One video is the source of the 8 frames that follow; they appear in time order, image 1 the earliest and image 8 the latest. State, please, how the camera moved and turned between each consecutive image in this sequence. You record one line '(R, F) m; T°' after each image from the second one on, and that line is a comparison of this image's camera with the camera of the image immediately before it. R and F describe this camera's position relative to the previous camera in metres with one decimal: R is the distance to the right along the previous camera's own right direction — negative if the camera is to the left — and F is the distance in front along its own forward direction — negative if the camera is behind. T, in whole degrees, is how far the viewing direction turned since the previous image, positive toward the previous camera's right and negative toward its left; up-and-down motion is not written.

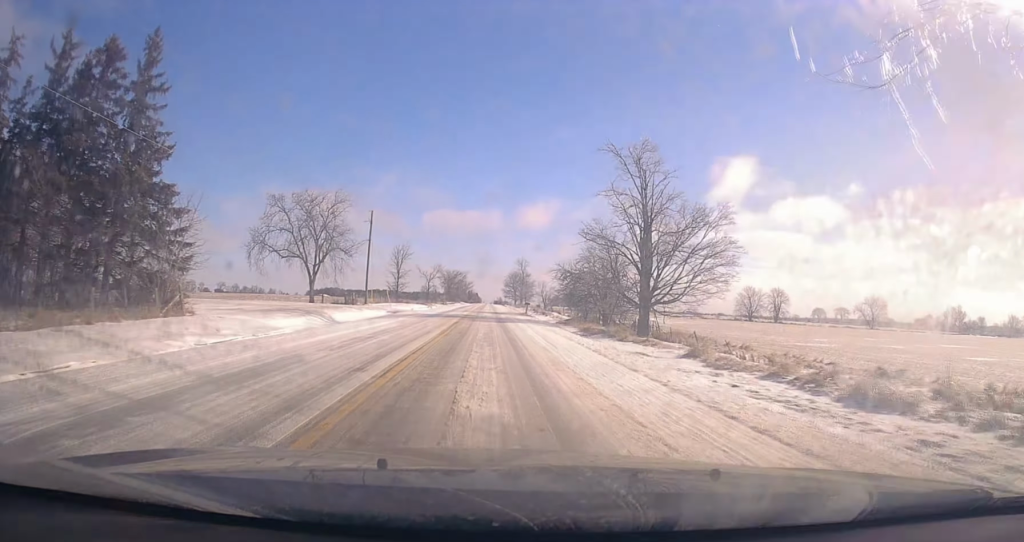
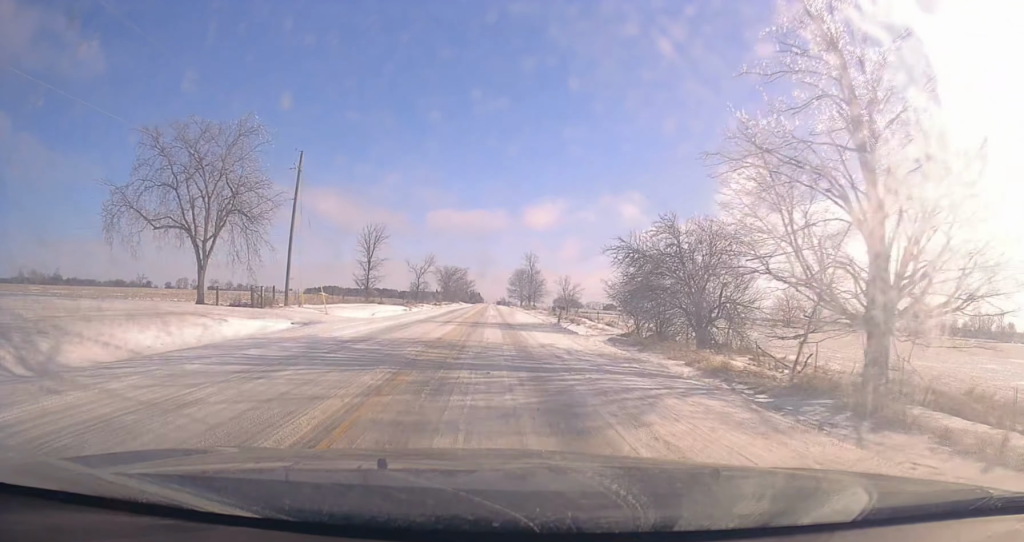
(-0.1, +26.9) m; -1°
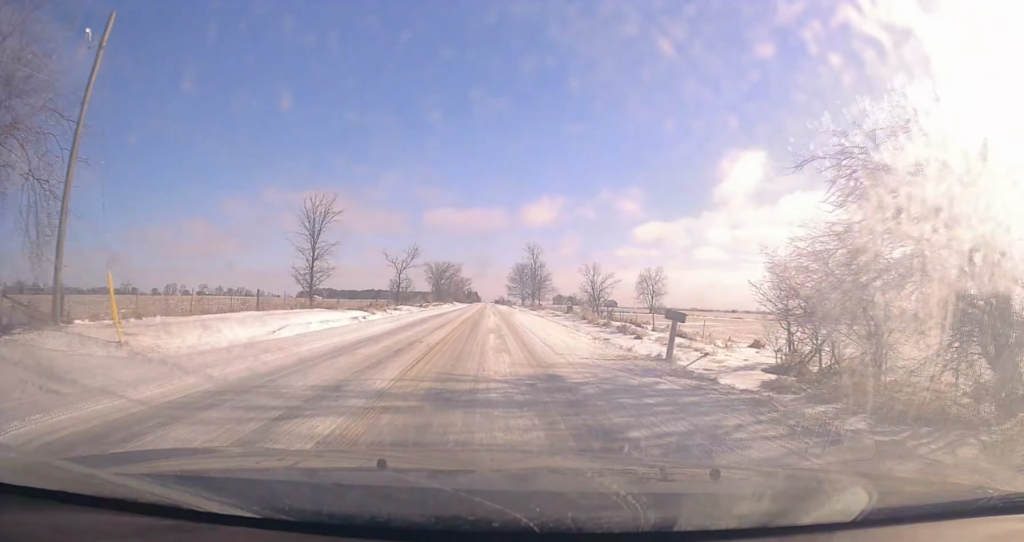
(-0.4, +23.3) m; 0°
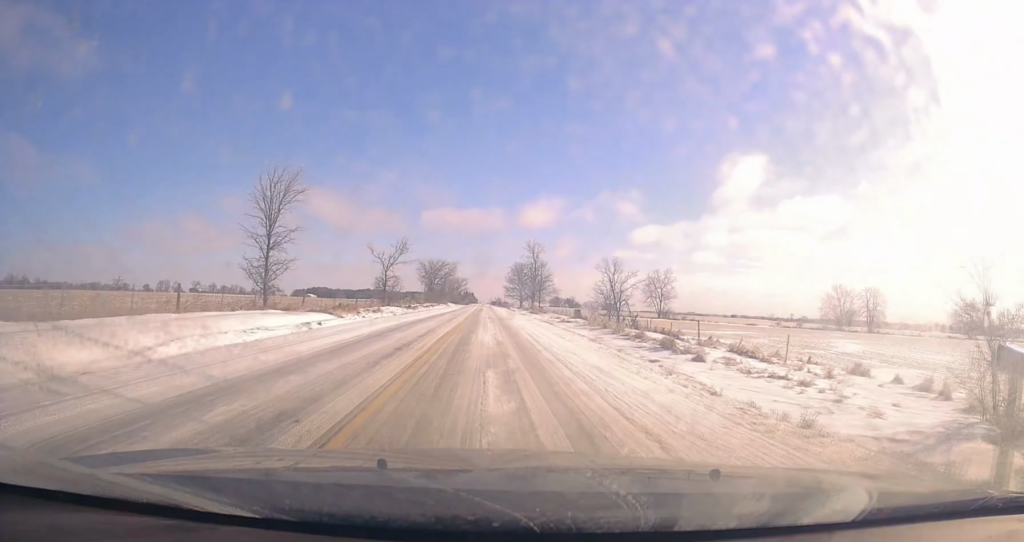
(-0.2, +9.6) m; +1°
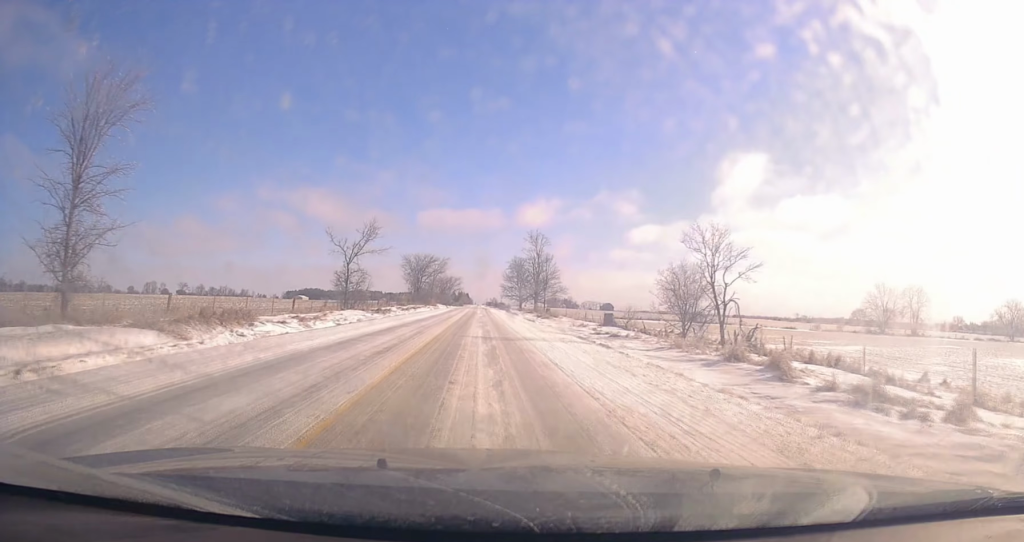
(+1.0, +22.0) m; +1°
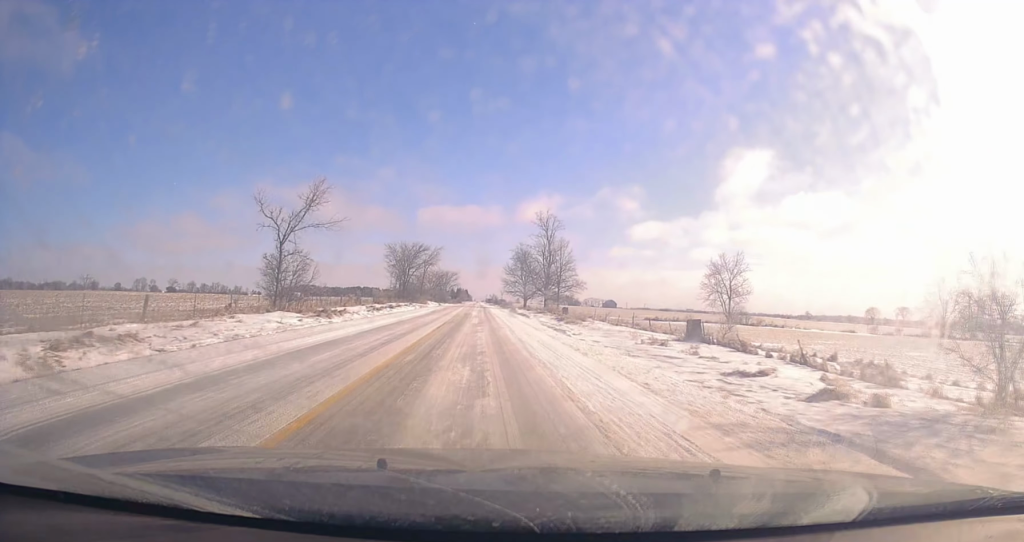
(-0.6, +22.3) m; -2°
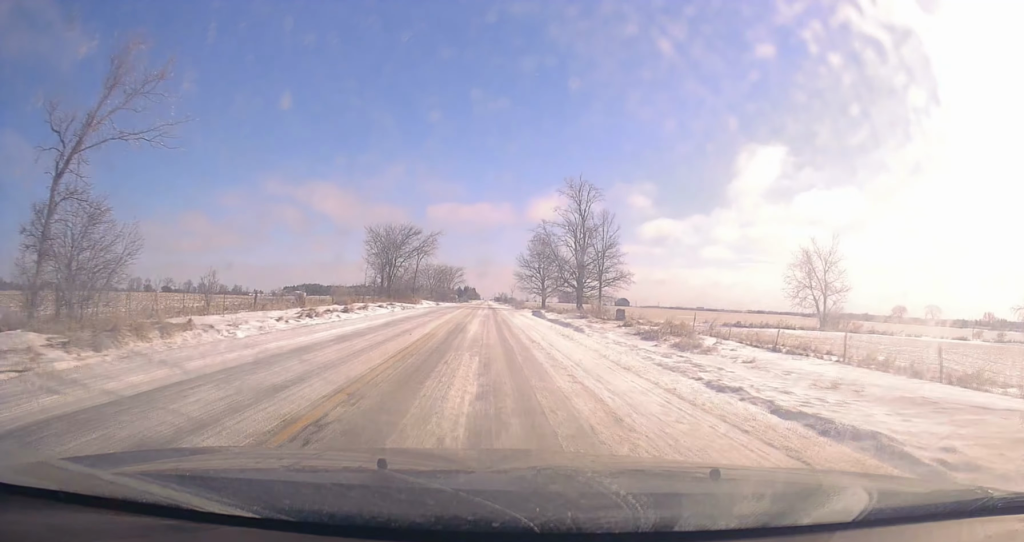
(-0.1, +27.2) m; +1°
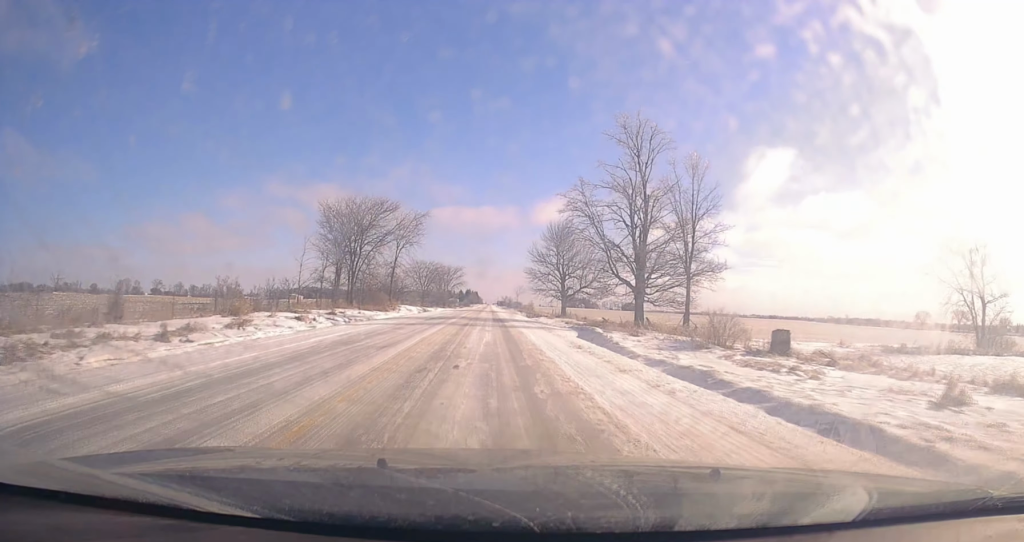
(+0.5, +26.8) m; 0°
